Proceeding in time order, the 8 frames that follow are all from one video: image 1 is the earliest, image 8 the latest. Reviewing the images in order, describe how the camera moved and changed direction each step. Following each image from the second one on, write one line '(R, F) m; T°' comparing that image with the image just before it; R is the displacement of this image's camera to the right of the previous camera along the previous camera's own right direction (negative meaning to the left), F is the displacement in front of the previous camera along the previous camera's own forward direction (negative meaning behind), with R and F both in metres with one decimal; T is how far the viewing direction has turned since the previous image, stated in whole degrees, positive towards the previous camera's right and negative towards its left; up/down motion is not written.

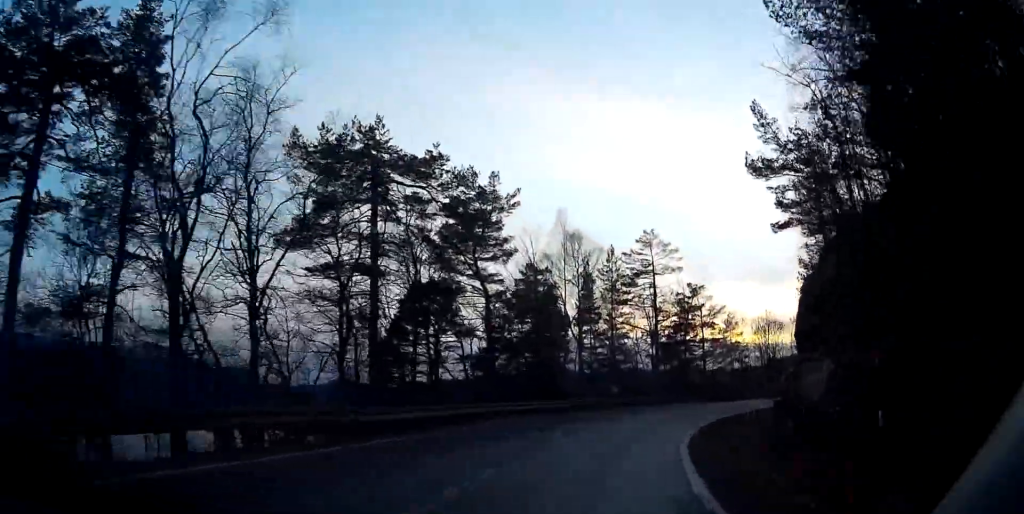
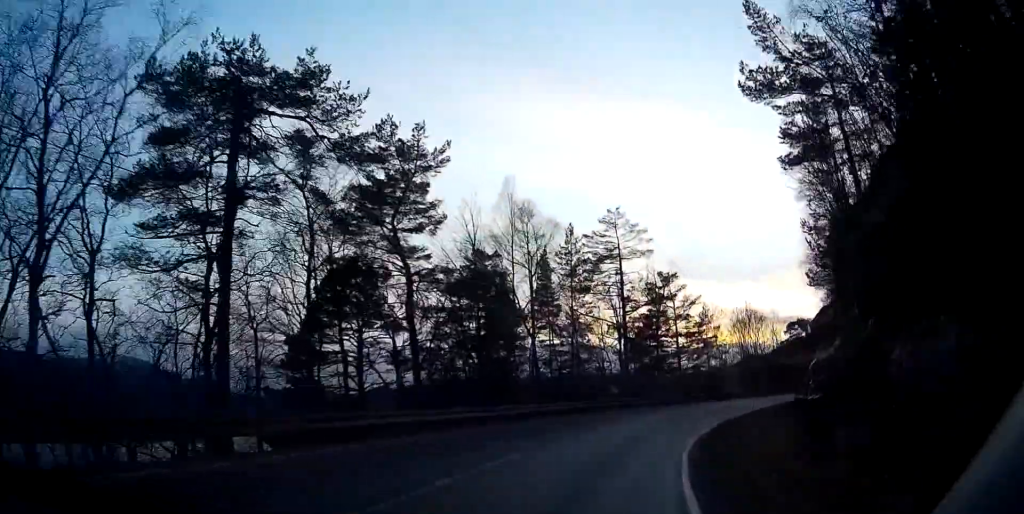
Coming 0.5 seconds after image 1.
(0.0, +8.7) m; +3°
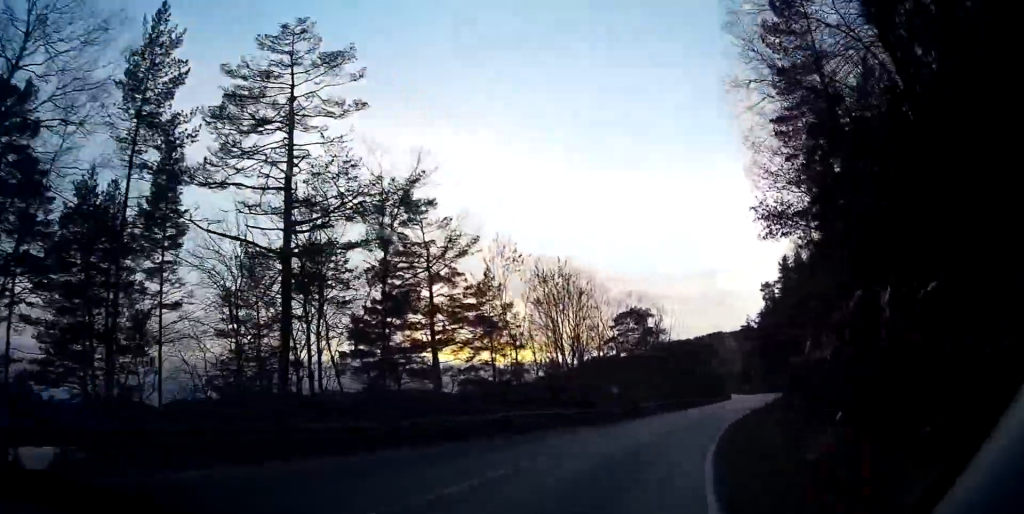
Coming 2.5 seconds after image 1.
(+4.1, +34.1) m; +15°
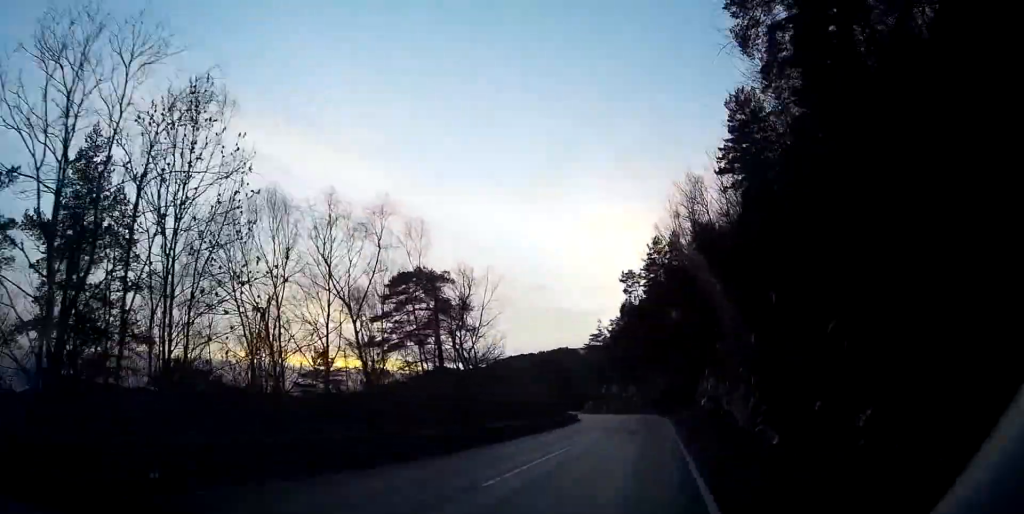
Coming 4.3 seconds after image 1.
(+3.6, +30.8) m; +10°
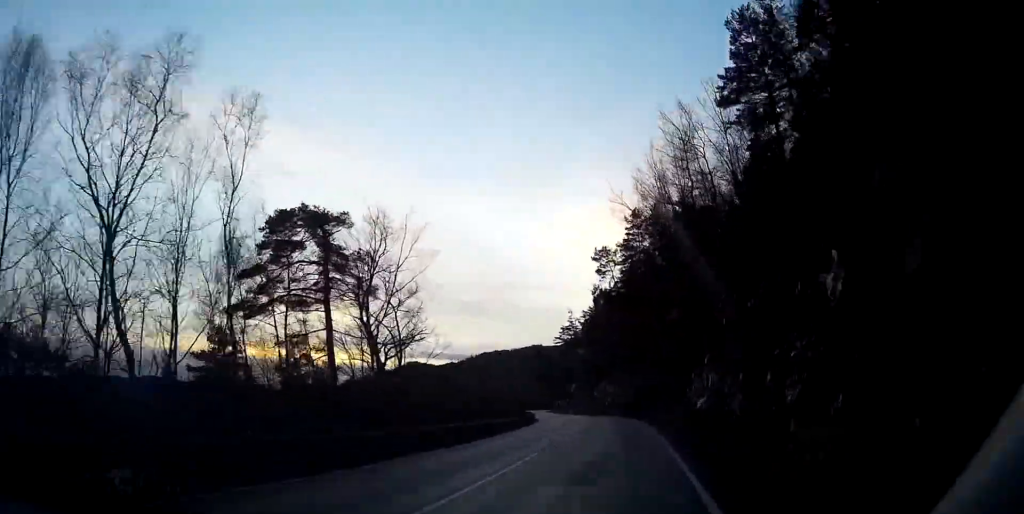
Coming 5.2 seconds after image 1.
(+0.4, +15.0) m; 0°
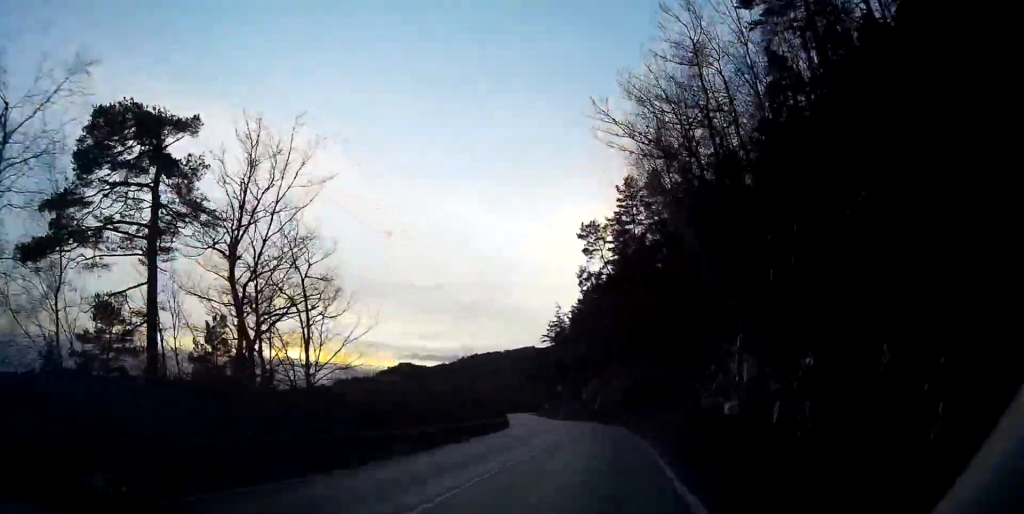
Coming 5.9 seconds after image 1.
(-0.1, +13.6) m; -2°
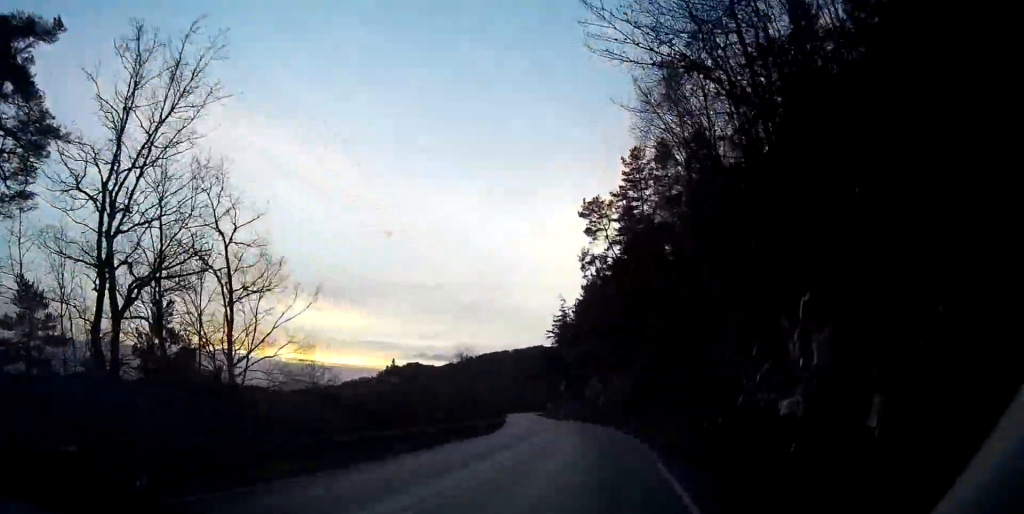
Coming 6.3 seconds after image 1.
(0.0, +8.1) m; -1°
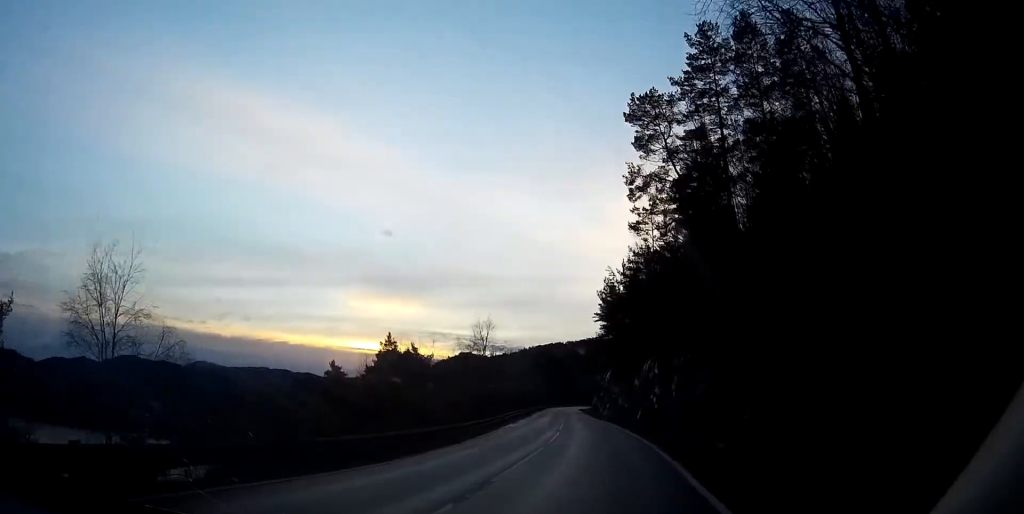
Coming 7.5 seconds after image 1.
(-0.7, +22.2) m; -2°
